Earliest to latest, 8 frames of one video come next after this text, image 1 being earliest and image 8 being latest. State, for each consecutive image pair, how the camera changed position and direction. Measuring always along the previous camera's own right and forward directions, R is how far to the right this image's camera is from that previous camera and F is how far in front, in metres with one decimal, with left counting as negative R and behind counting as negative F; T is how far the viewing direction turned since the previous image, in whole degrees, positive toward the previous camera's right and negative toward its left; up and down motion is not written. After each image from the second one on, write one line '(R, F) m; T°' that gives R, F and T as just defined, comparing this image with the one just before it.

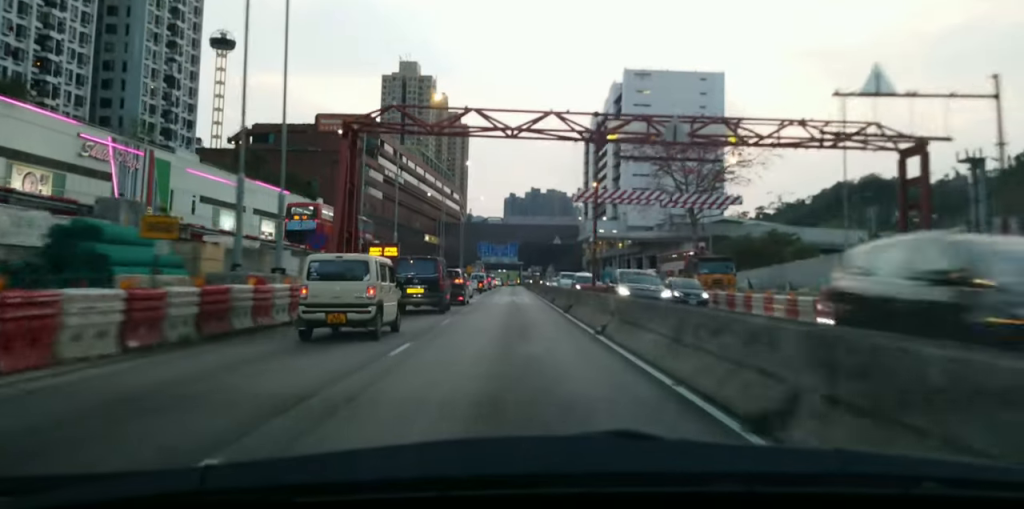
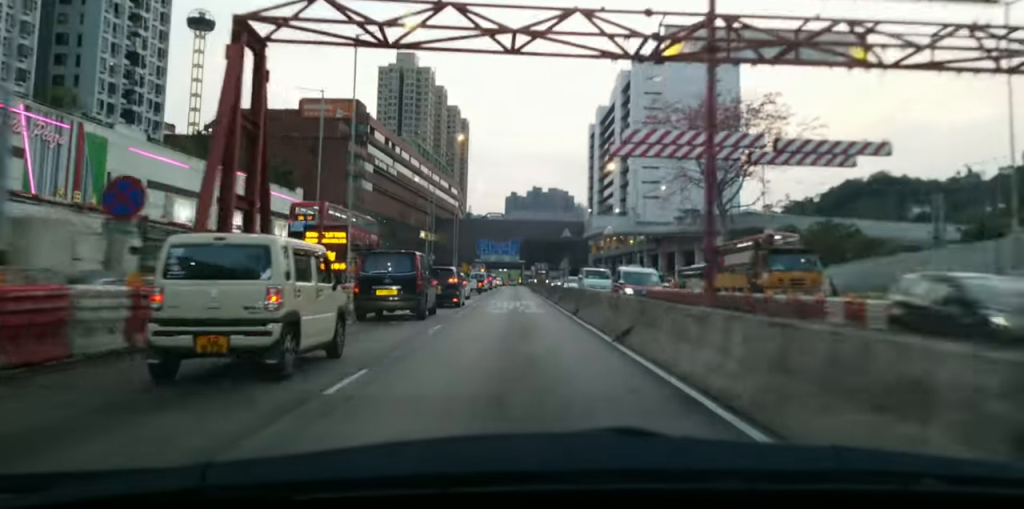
(+0.1, +12.8) m; -1°
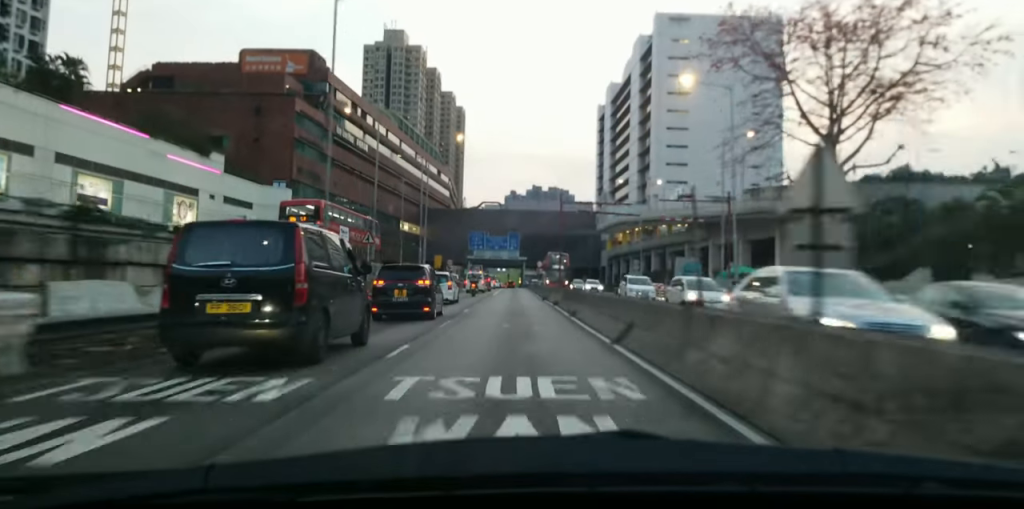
(-0.3, +30.5) m; 0°
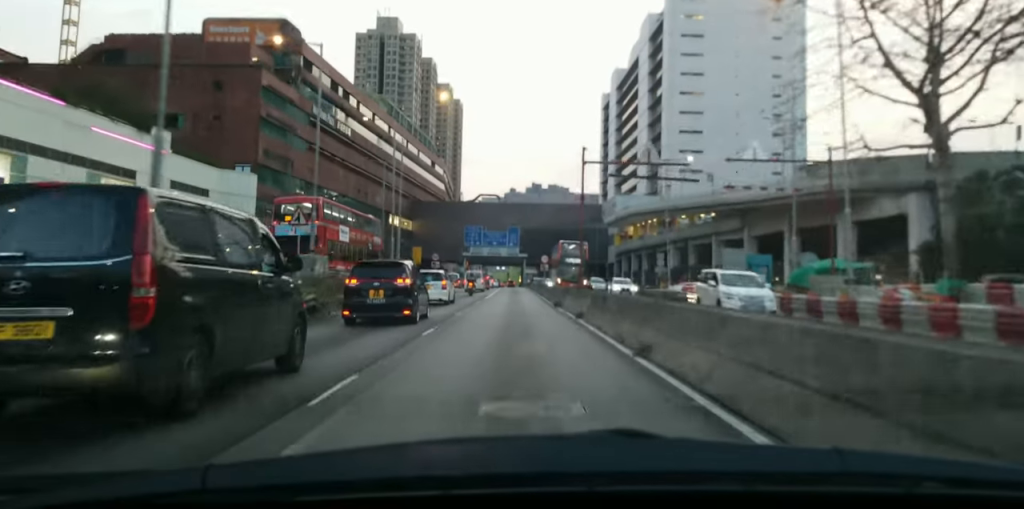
(+0.1, +13.4) m; 0°
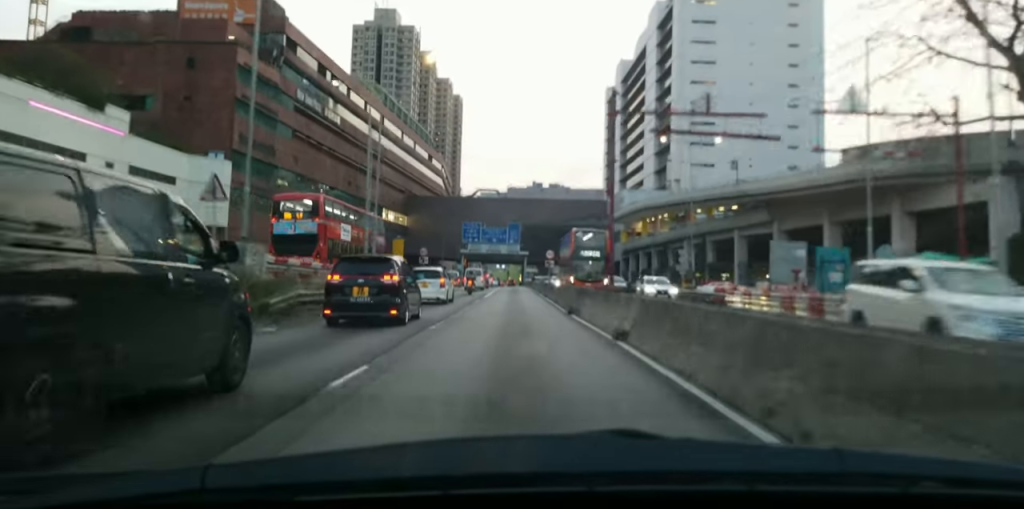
(-0.2, +7.9) m; 0°
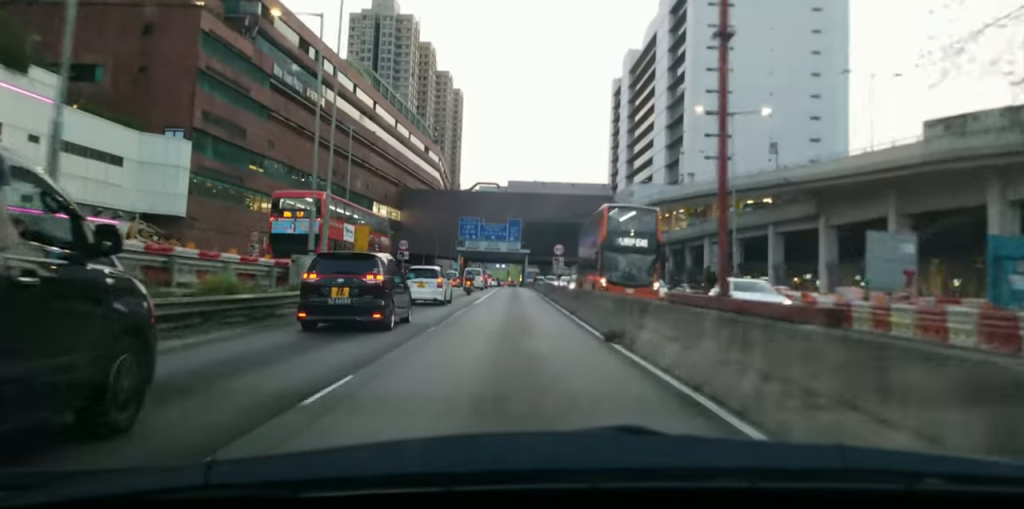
(+0.3, +10.2) m; 0°
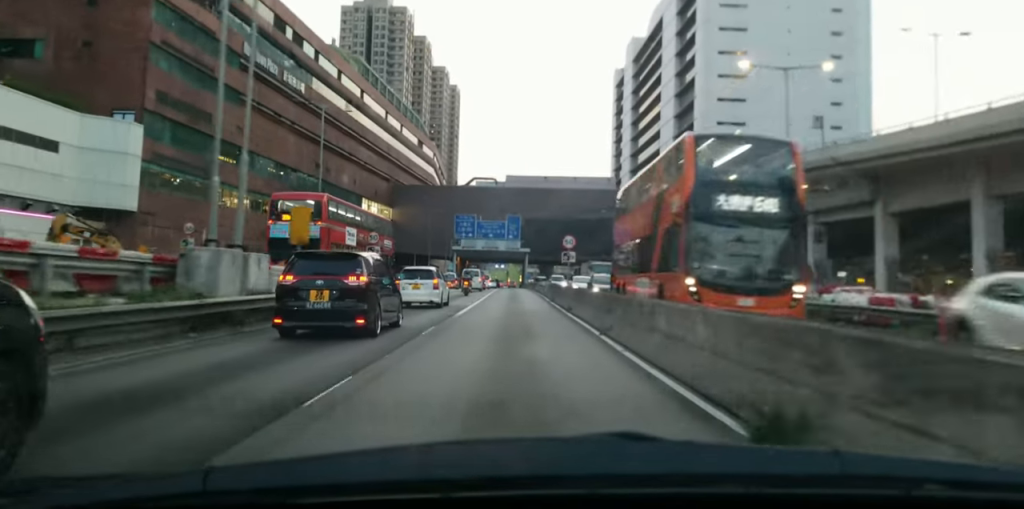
(+0.1, +9.0) m; 0°
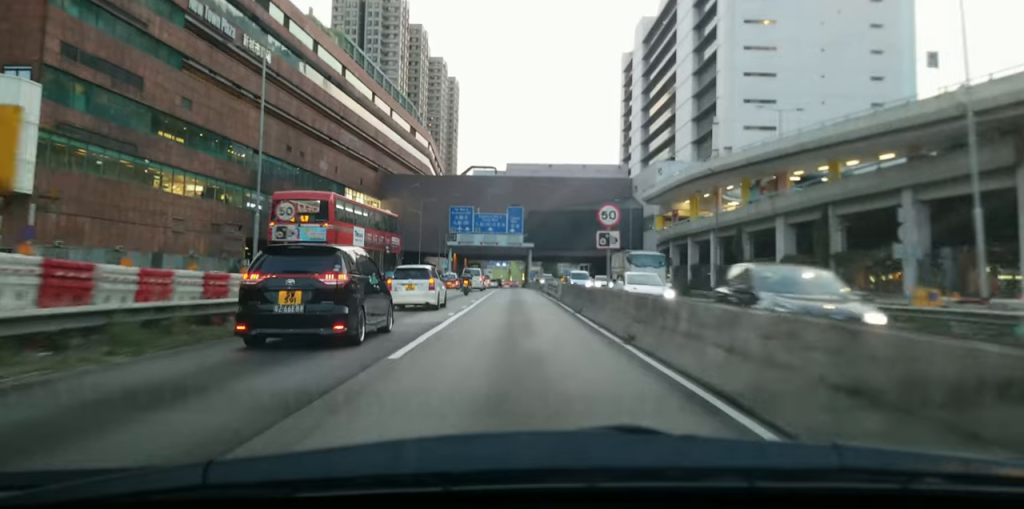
(-0.2, +13.7) m; 0°
